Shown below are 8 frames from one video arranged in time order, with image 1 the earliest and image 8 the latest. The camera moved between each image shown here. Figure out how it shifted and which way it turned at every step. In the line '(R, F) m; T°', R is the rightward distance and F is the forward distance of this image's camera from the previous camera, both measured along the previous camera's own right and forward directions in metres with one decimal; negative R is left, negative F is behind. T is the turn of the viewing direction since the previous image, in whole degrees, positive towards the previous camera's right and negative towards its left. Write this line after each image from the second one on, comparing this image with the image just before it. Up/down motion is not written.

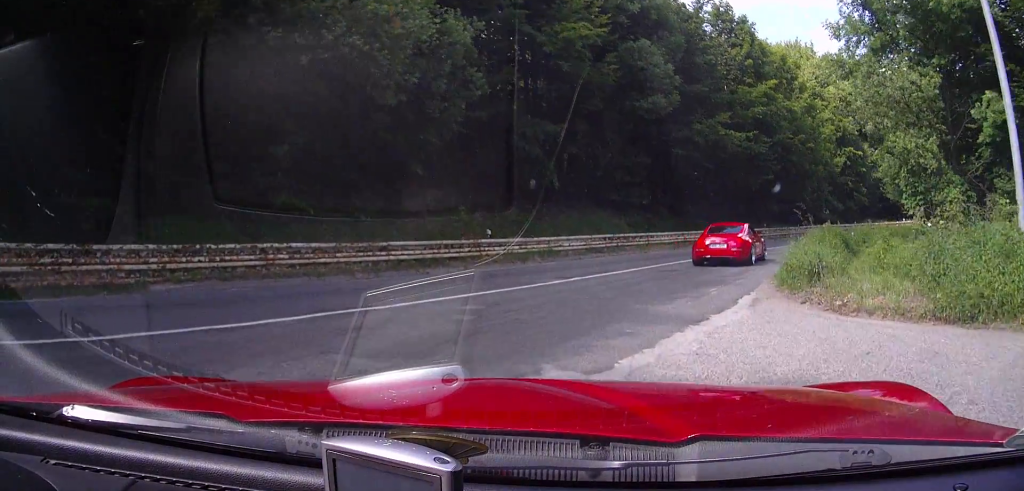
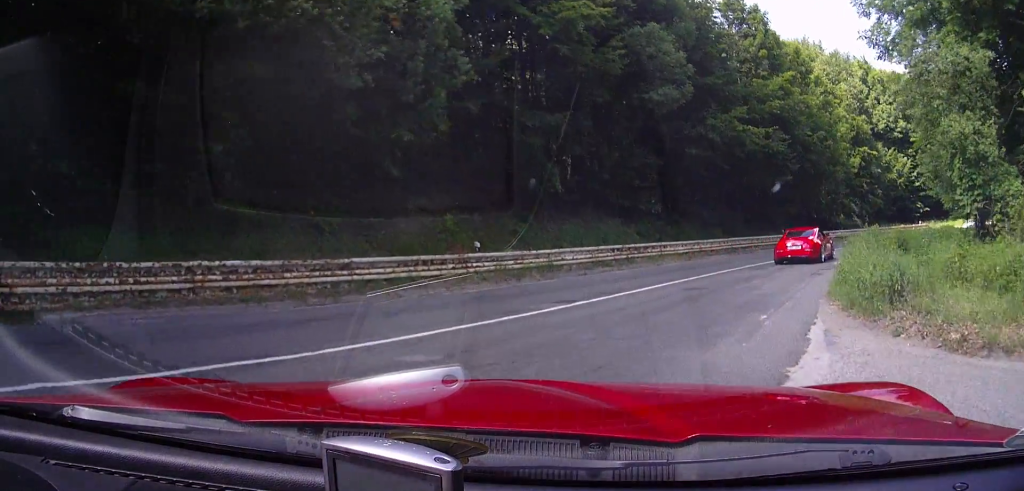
(0.0, +2.7) m; -2°
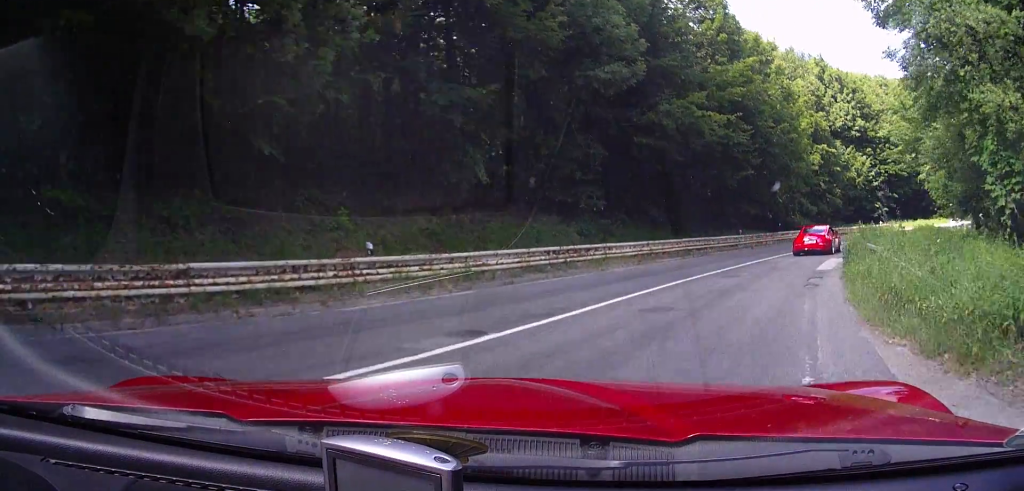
(-0.1, +2.7) m; +4°
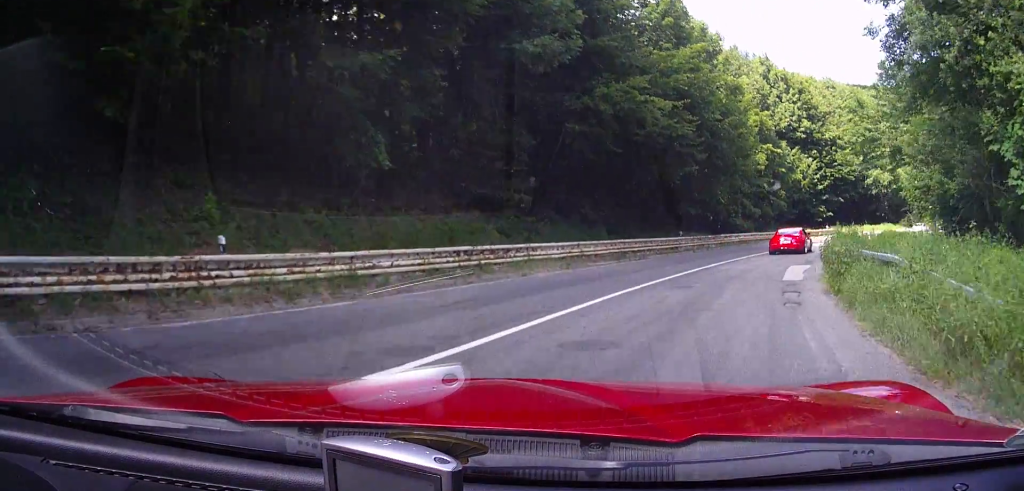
(-0.2, +1.7) m; +3°
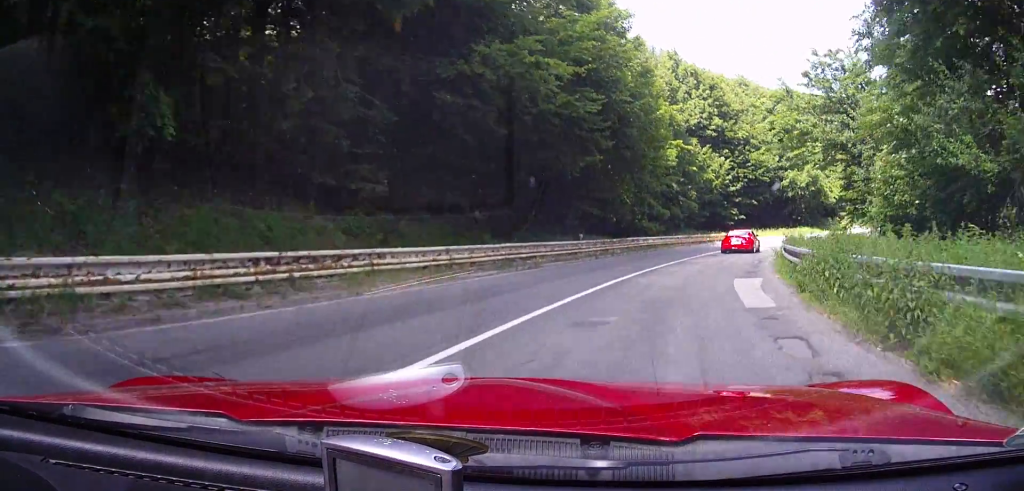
(+0.4, +3.0) m; +6°
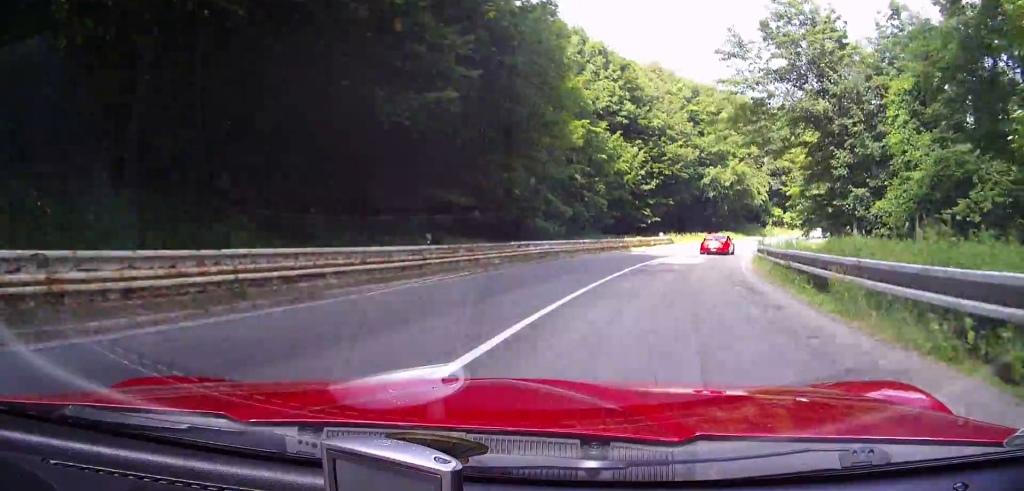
(+0.5, +6.1) m; +8°
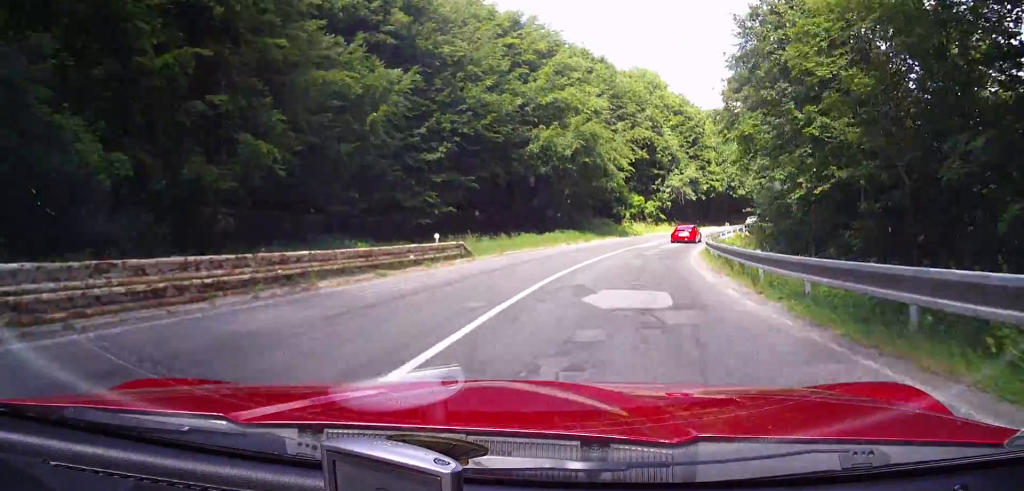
(+2.6, +19.9) m; +14°
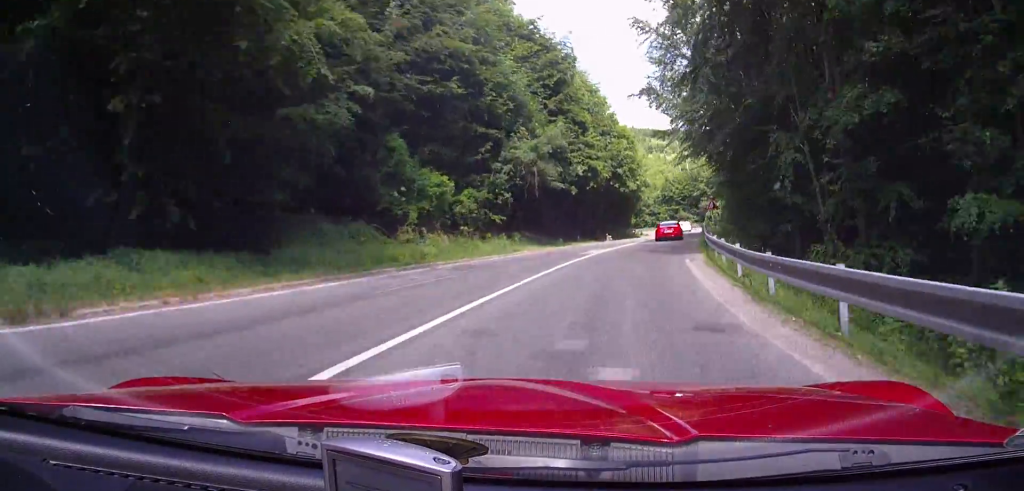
(+3.4, +33.2) m; +10°
